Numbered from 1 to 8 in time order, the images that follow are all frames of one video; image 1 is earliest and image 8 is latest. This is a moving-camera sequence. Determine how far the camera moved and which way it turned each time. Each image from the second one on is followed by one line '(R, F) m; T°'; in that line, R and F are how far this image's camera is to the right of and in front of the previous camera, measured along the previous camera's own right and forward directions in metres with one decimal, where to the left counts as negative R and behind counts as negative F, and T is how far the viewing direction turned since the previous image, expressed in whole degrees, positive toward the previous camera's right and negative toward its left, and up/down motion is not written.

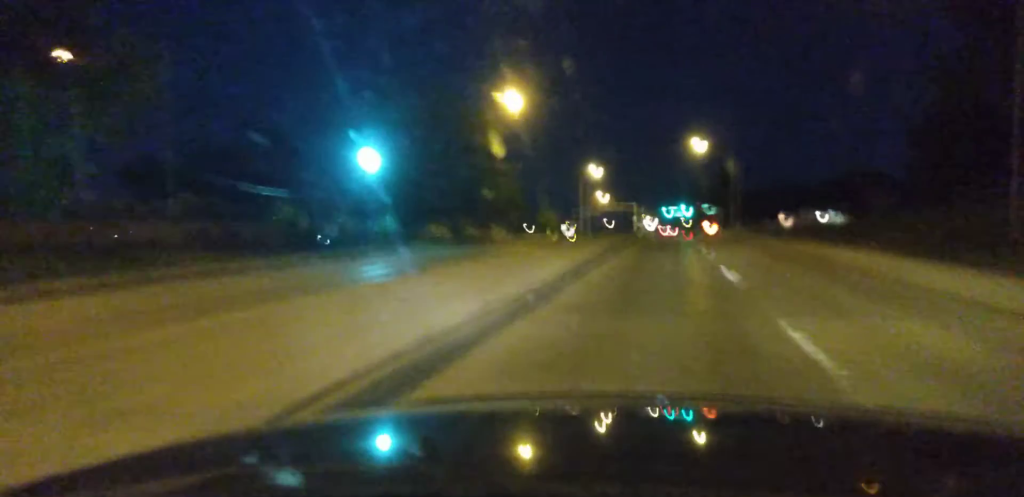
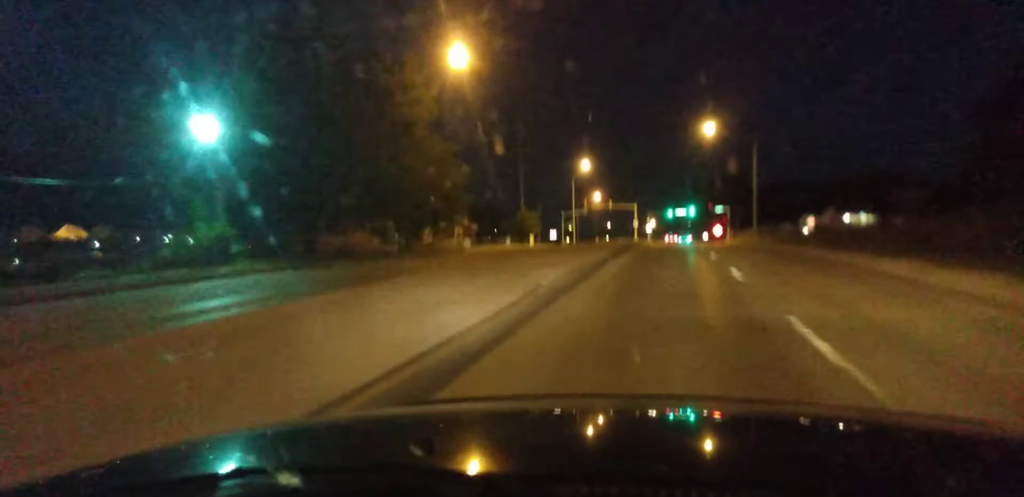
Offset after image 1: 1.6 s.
(+0.2, +24.9) m; +1°
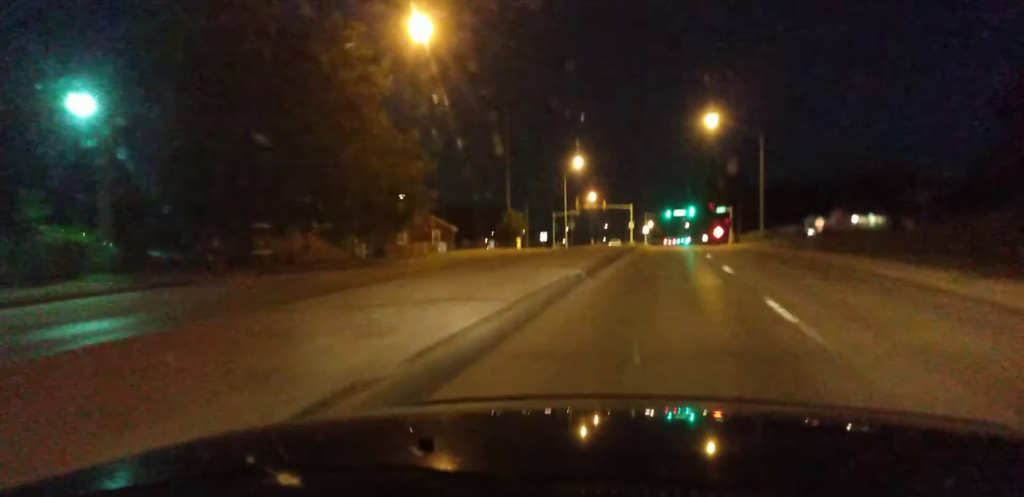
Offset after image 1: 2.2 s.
(+0.1, +9.0) m; 0°
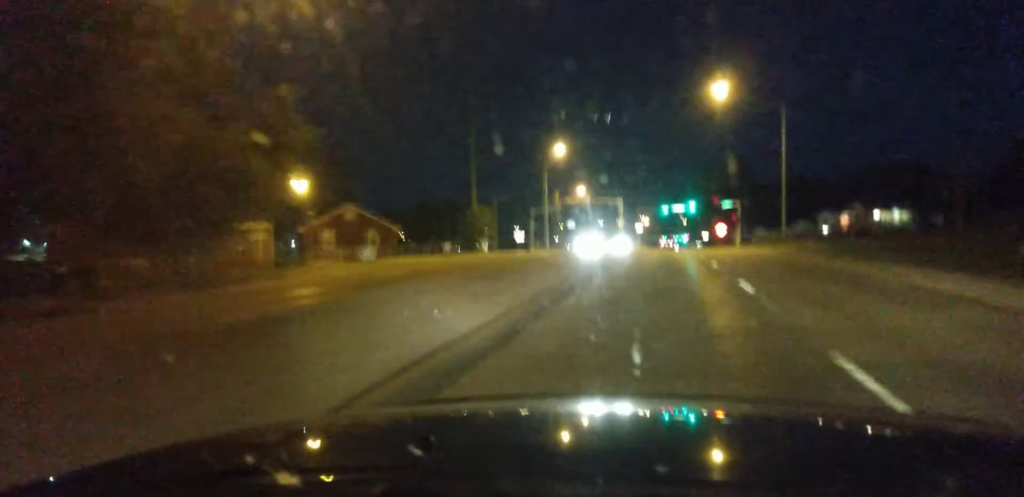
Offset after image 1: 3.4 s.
(-0.1, +18.9) m; 0°
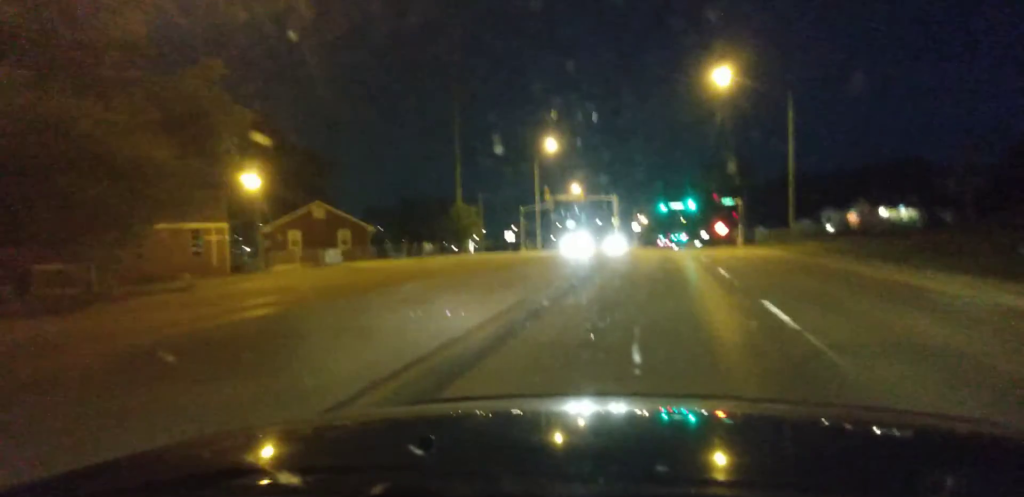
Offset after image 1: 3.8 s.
(0.0, +6.2) m; 0°
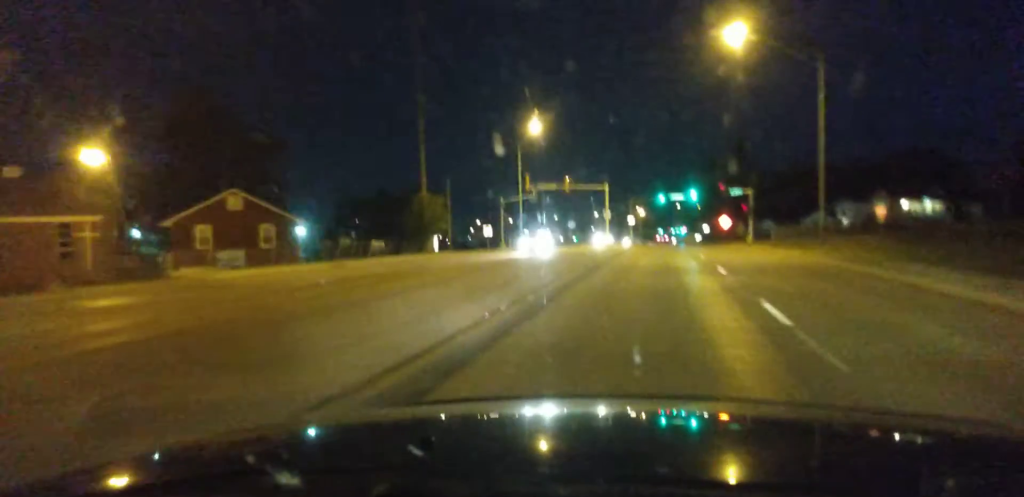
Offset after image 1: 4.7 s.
(0.0, +12.1) m; 0°
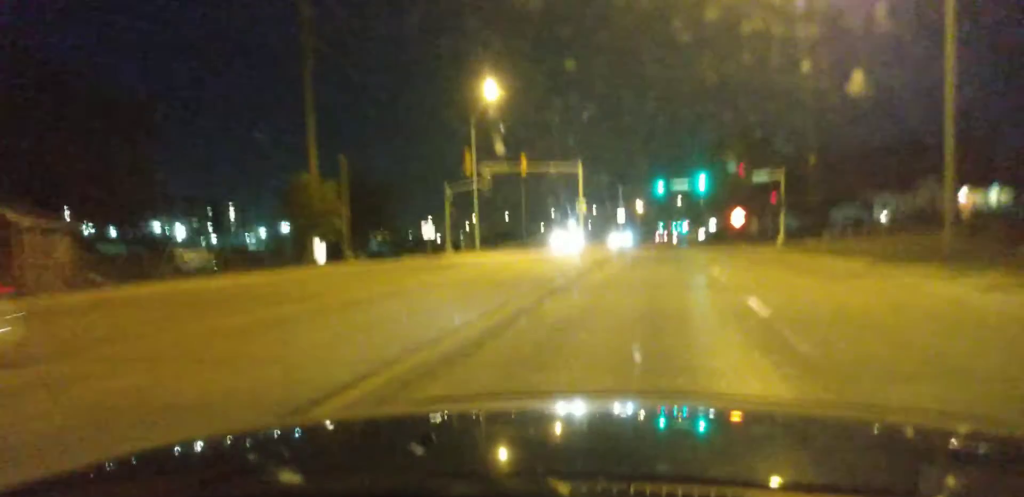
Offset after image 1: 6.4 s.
(-0.1, +24.4) m; 0°
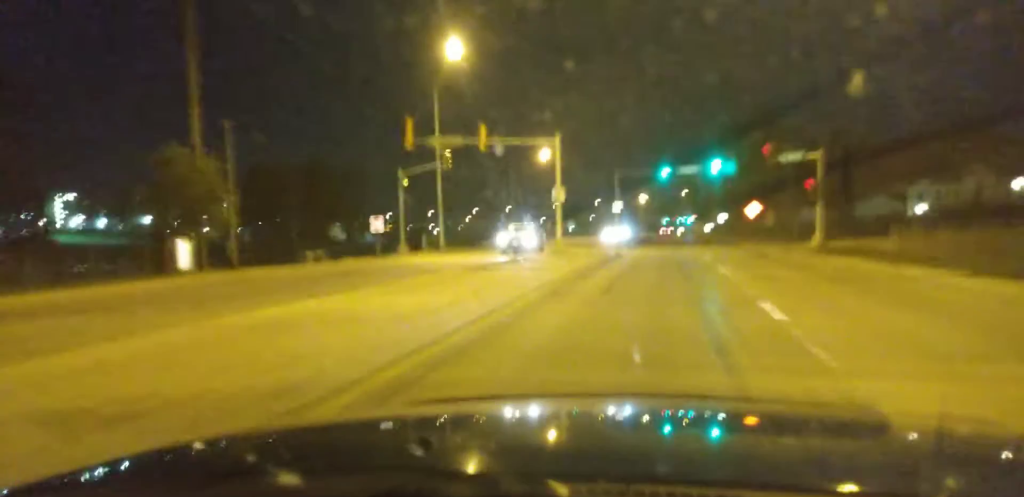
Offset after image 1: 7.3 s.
(+0.1, +12.4) m; 0°
